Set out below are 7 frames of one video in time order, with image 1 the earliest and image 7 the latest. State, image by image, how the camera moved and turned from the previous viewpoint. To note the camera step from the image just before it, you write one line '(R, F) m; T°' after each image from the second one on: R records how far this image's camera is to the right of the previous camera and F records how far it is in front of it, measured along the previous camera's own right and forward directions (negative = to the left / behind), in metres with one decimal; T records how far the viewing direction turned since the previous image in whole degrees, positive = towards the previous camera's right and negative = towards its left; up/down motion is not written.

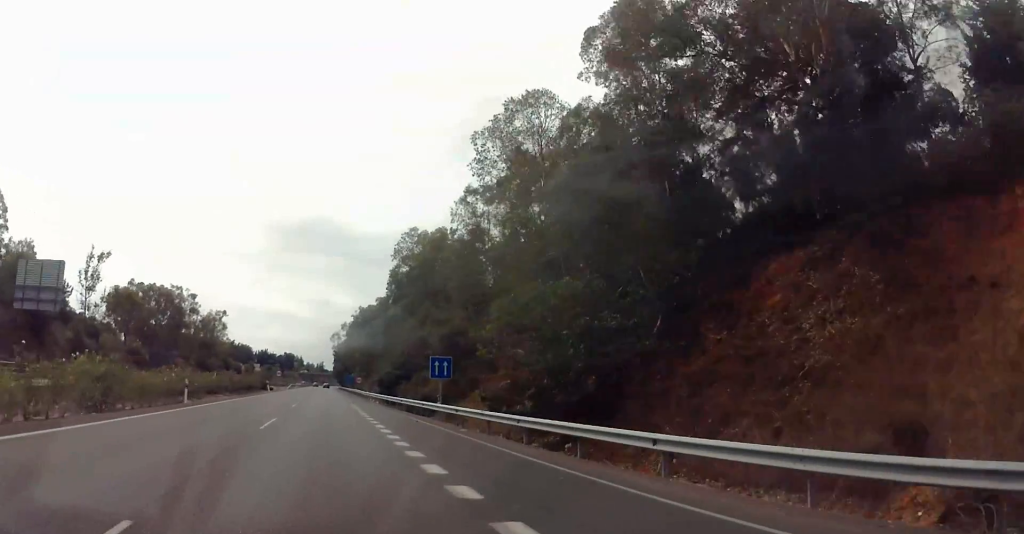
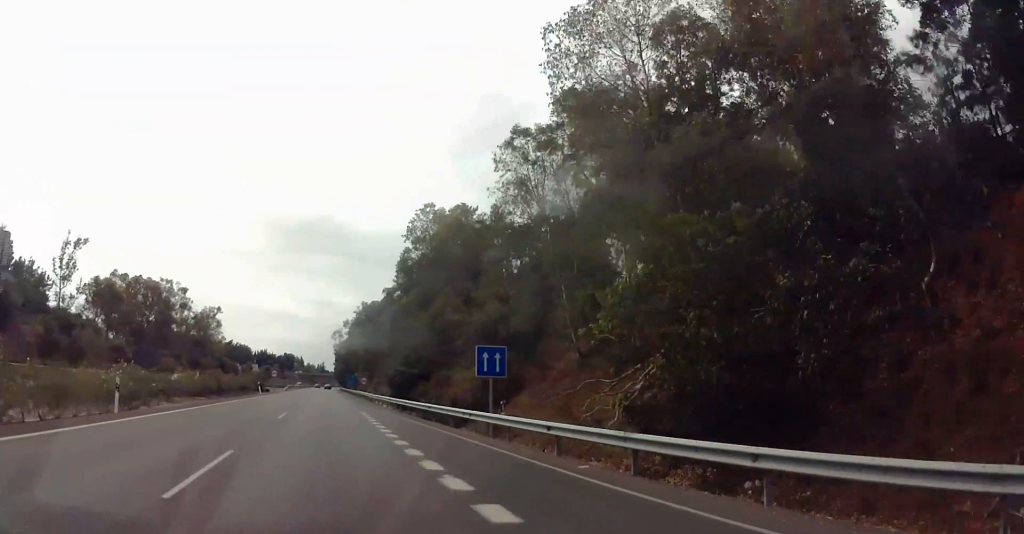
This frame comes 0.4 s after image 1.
(0.0, +10.8) m; 0°
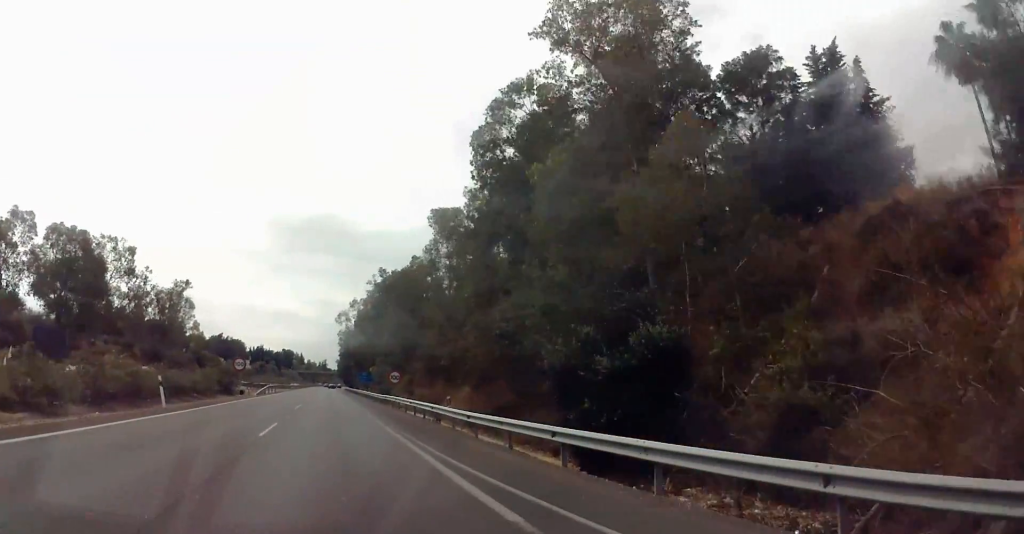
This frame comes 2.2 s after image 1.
(-0.5, +42.5) m; -1°
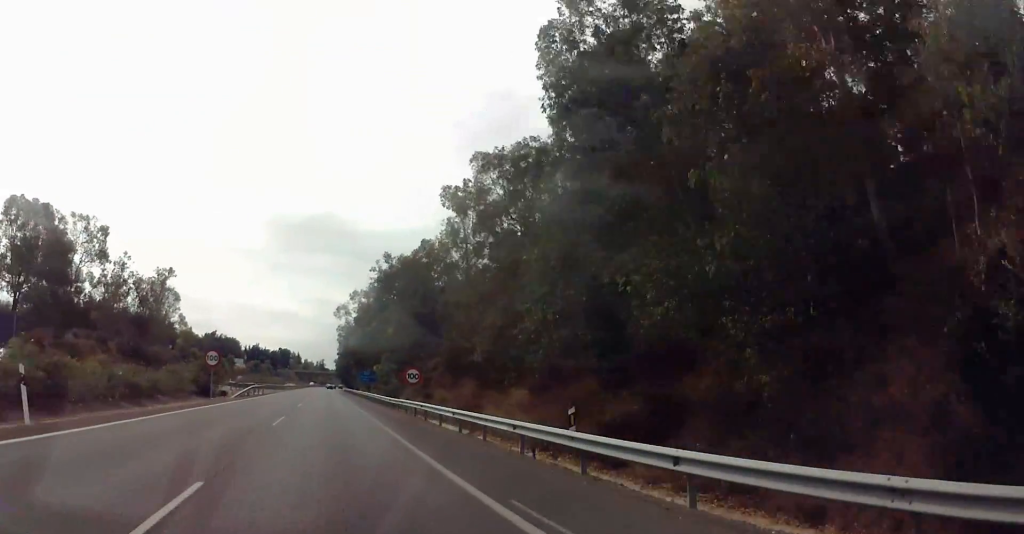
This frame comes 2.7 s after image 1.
(-0.1, +12.9) m; 0°
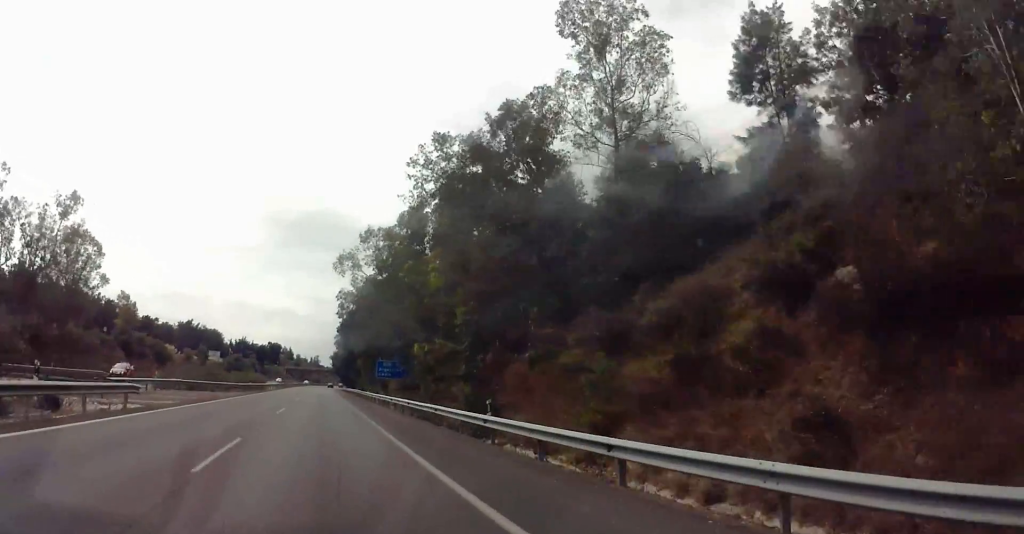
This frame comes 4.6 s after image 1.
(+0.7, +46.9) m; +1°
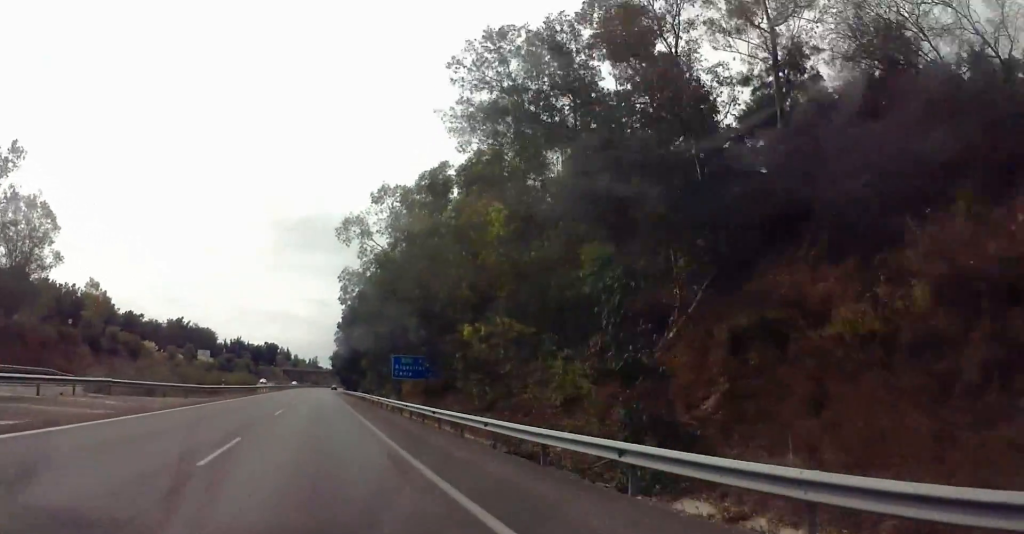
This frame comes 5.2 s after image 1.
(-0.1, +17.0) m; 0°
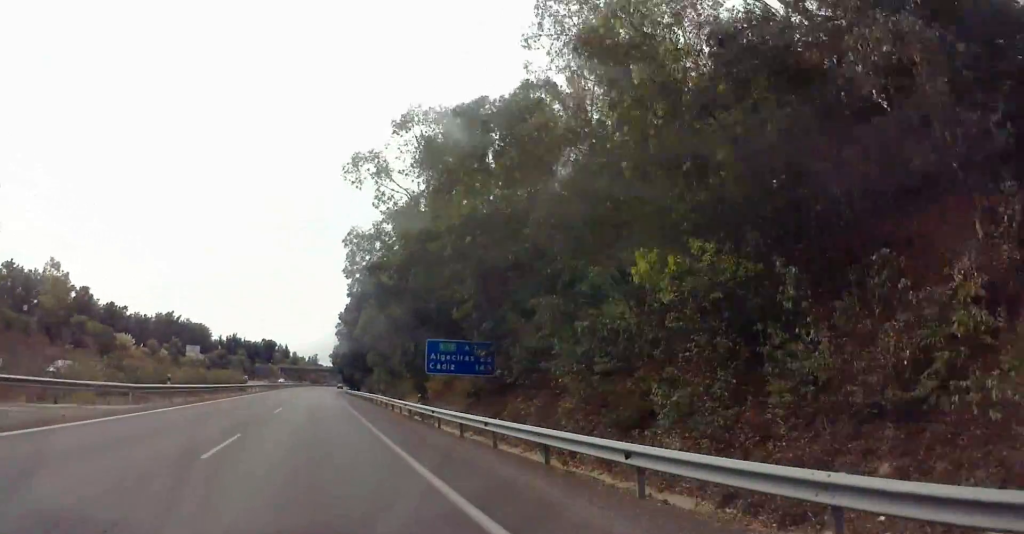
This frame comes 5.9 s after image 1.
(-0.1, +17.0) m; 0°
